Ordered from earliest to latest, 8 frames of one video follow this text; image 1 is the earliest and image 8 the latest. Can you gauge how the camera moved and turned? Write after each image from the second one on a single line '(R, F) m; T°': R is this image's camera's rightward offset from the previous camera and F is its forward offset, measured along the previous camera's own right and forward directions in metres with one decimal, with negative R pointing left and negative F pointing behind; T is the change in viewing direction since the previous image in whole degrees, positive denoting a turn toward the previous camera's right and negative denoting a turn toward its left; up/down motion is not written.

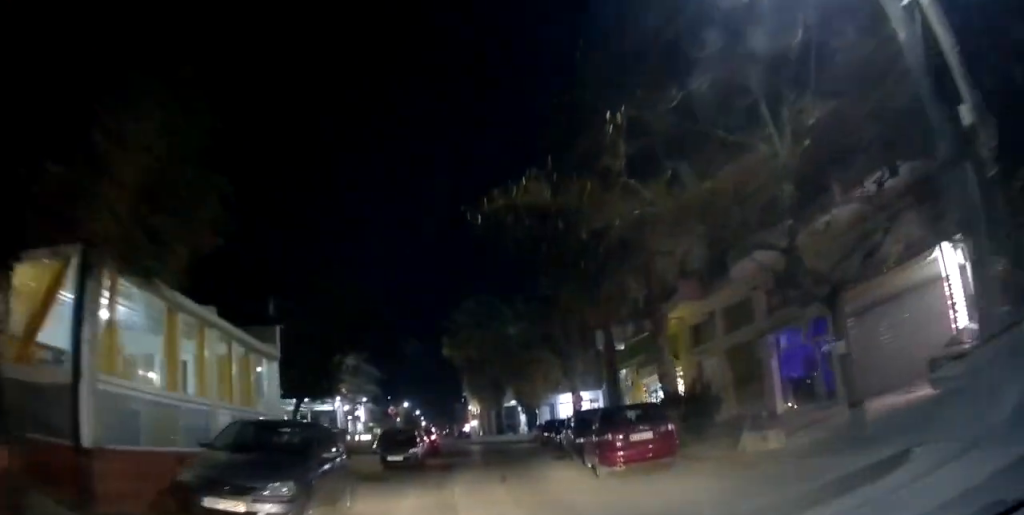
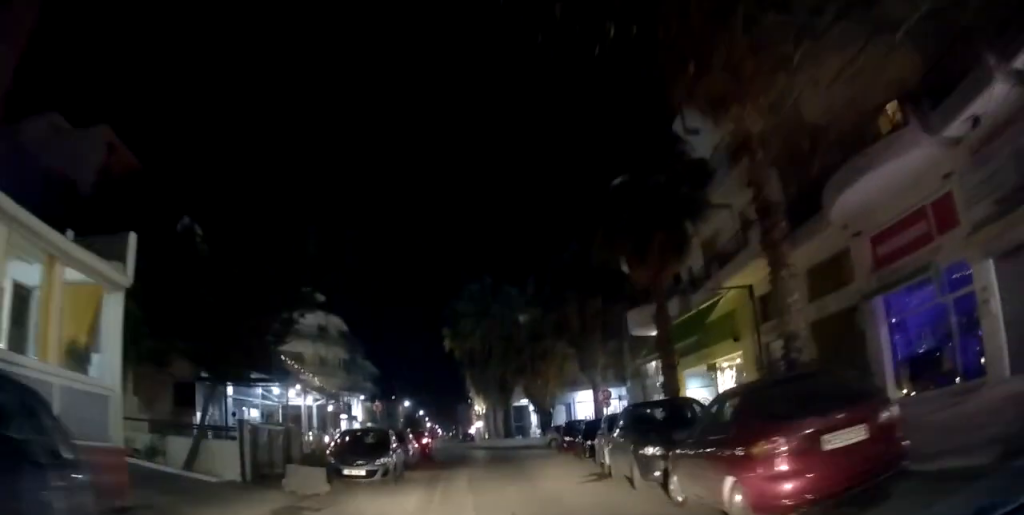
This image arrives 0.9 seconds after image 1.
(0.0, +6.4) m; -1°
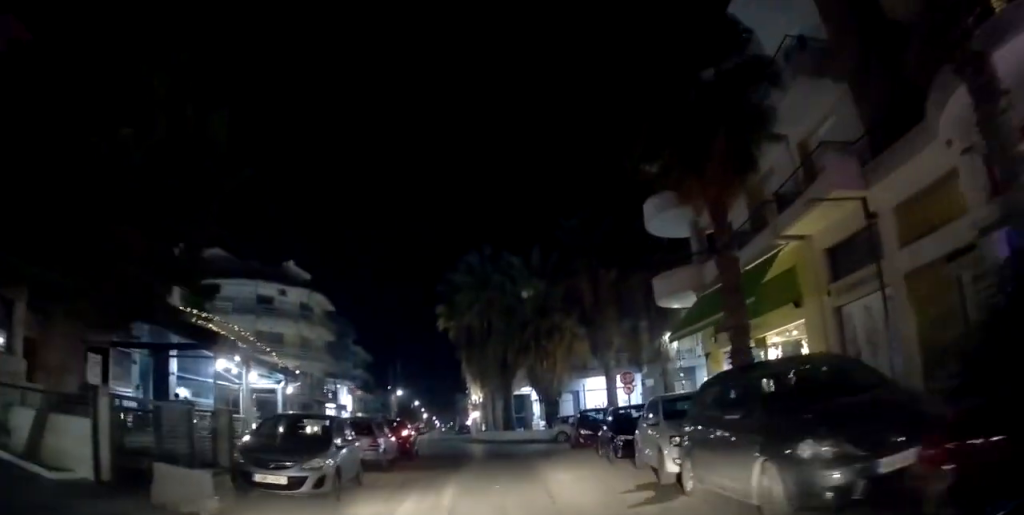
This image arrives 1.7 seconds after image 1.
(+0.3, +5.0) m; -5°
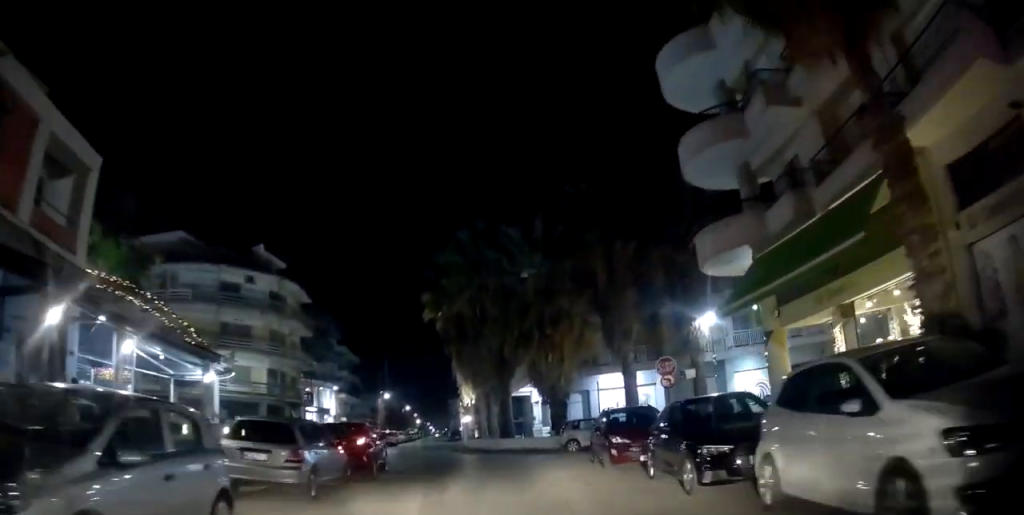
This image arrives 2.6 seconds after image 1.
(-1.1, +5.5) m; -6°
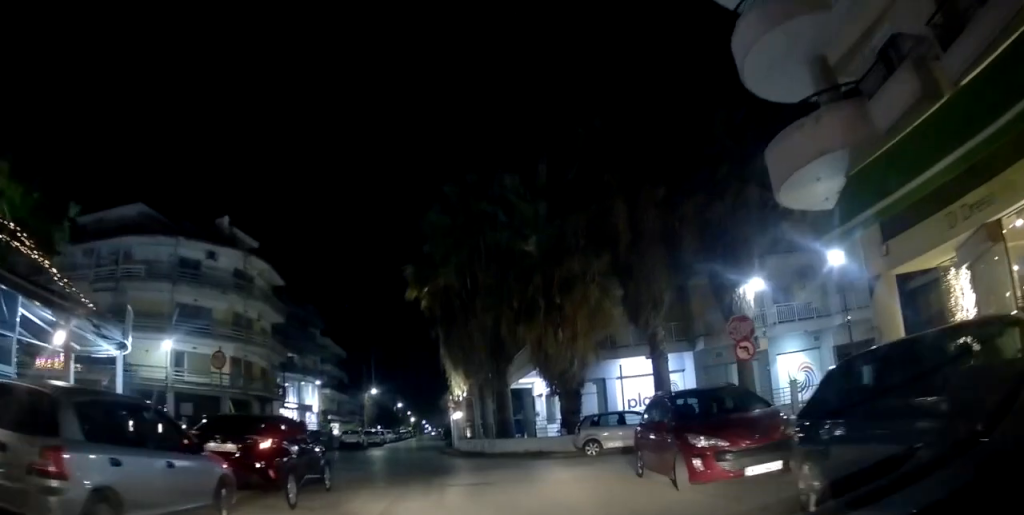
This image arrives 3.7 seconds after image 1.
(+0.5, +5.3) m; +9°
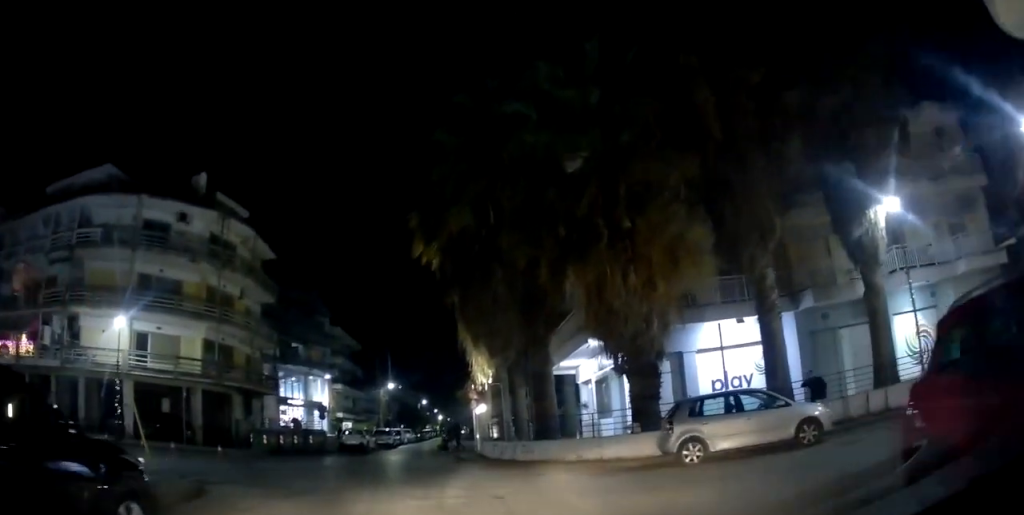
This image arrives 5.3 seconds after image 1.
(+0.2, +6.1) m; -4°
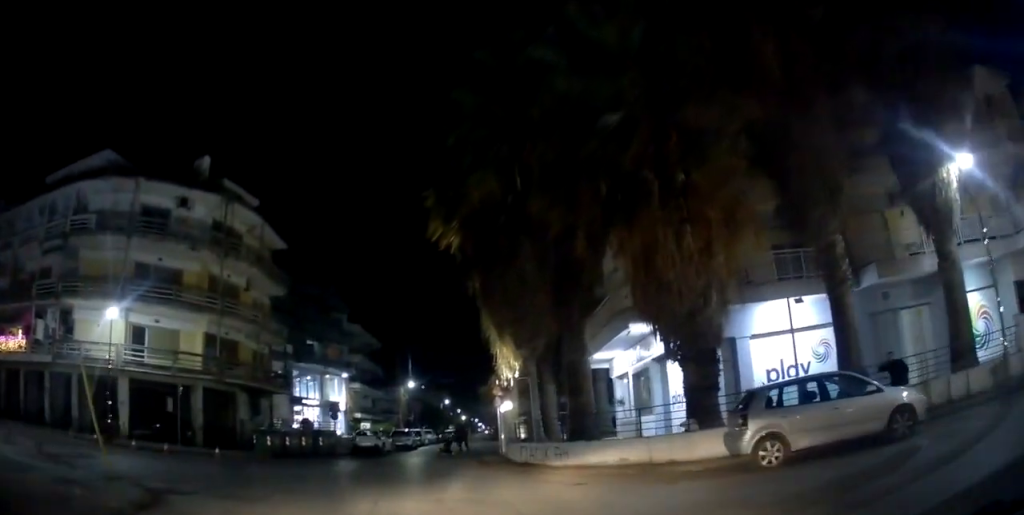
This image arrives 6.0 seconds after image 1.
(-0.1, +2.0) m; -3°
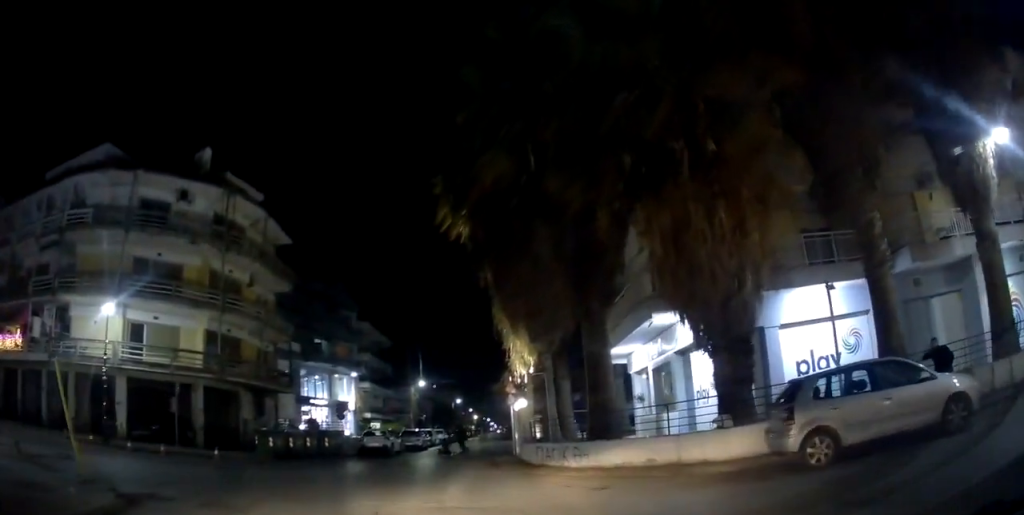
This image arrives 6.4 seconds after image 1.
(-0.1, +1.0) m; 0°
